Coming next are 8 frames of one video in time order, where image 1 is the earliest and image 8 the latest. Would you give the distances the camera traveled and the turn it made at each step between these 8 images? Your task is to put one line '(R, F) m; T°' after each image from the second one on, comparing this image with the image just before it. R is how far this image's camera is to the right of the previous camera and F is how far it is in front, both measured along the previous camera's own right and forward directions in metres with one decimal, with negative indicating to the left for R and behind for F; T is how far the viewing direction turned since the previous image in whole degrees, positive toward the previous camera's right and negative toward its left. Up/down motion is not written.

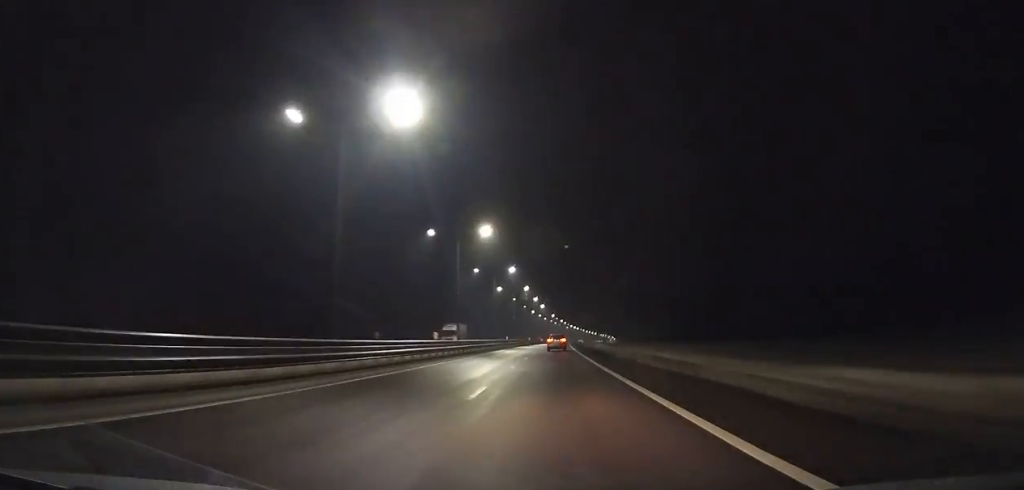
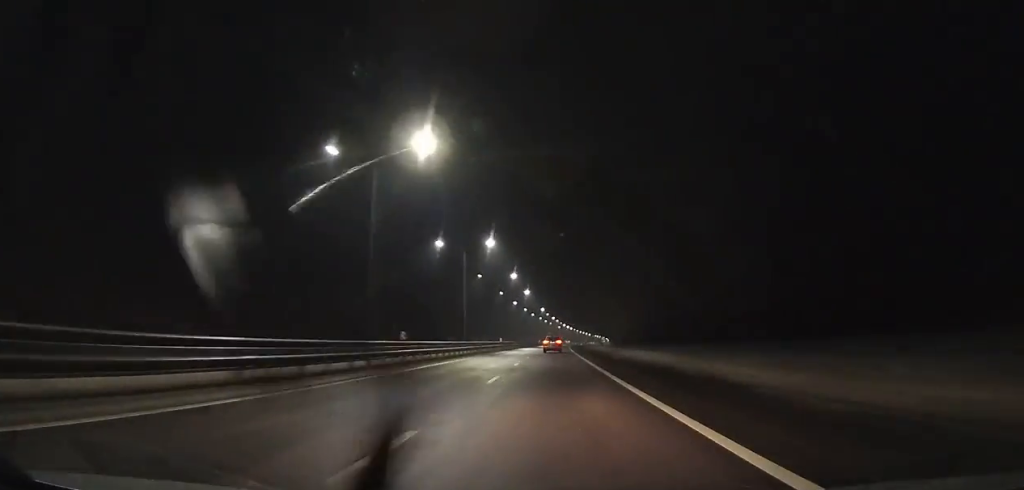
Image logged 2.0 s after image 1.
(+0.2, +55.6) m; +1°
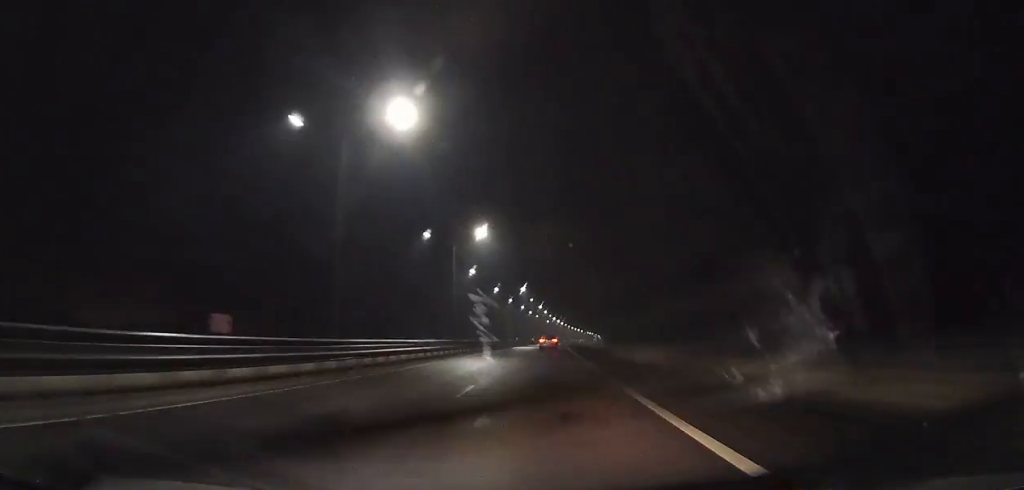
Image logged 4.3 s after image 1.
(+0.5, +63.9) m; +1°
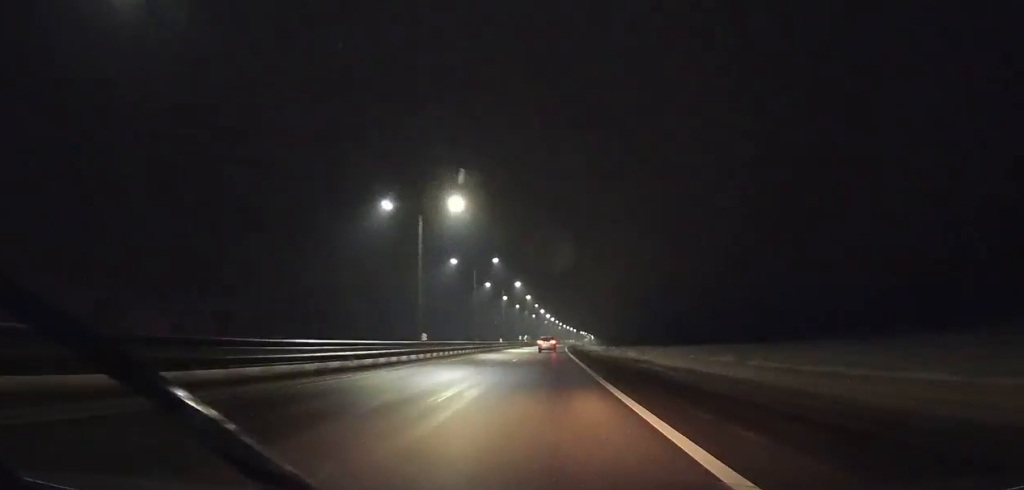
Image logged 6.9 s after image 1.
(+1.0, +71.9) m; +1°
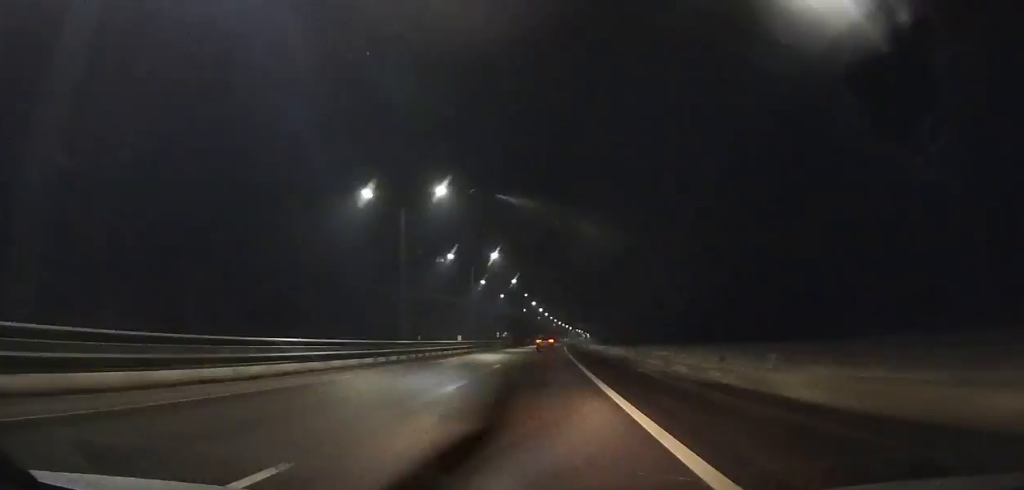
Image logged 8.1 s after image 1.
(+0.1, +33.2) m; 0°
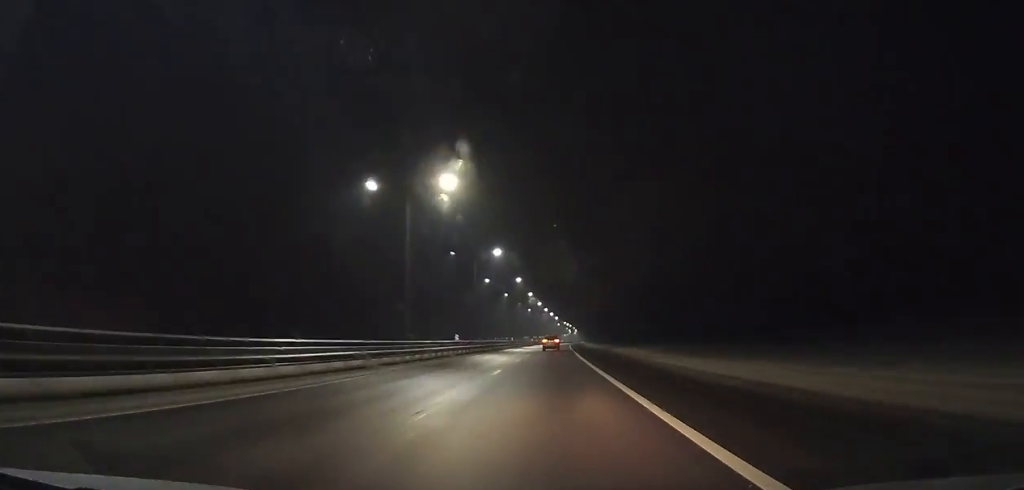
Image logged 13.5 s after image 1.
(+2.2, +148.1) m; +2°
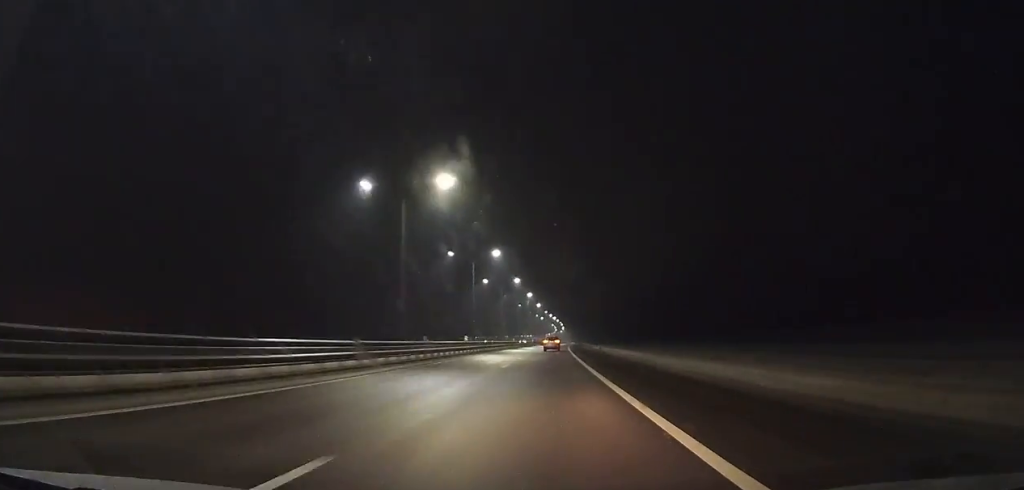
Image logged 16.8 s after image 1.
(+1.1, +90.2) m; +1°
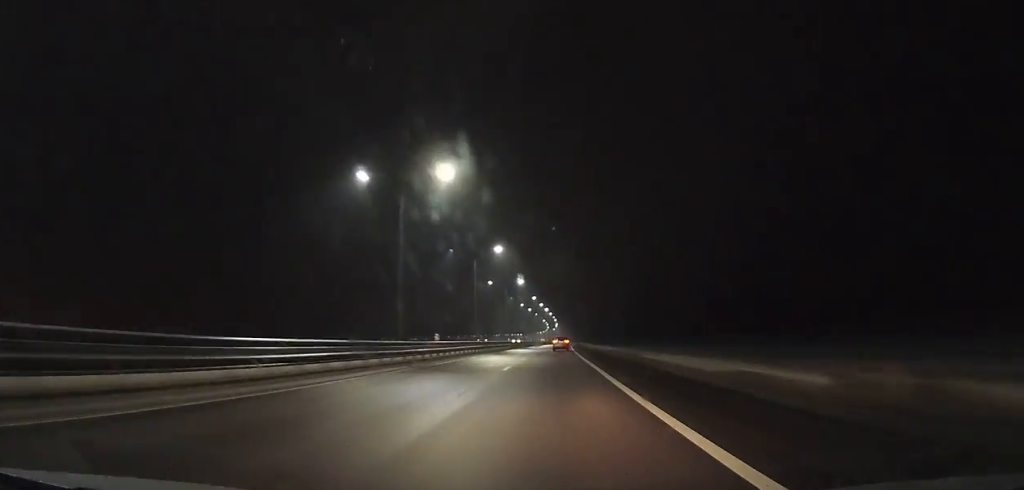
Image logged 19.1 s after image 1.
(+0.5, +63.2) m; +1°
